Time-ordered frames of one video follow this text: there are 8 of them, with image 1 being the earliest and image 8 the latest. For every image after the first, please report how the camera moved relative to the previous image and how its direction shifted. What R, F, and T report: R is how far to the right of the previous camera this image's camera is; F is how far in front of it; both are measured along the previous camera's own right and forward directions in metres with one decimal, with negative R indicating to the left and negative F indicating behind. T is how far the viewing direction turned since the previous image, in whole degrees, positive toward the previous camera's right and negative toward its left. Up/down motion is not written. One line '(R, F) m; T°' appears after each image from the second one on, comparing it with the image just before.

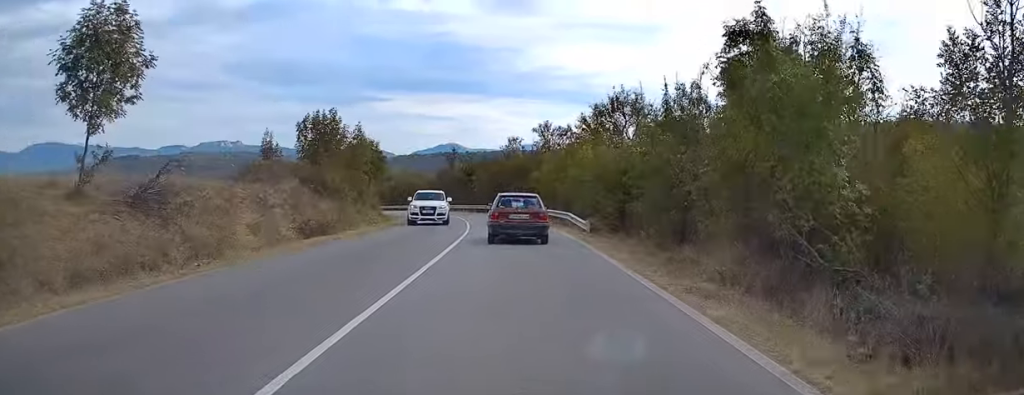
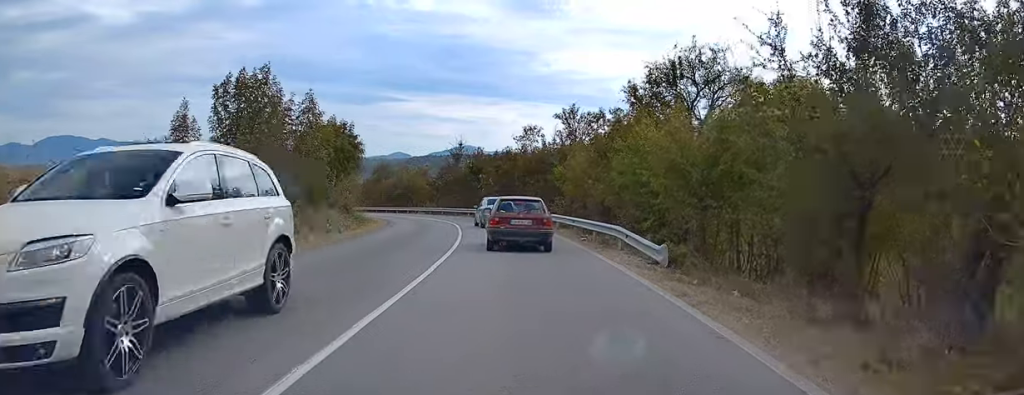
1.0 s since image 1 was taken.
(-0.1, +11.7) m; -1°
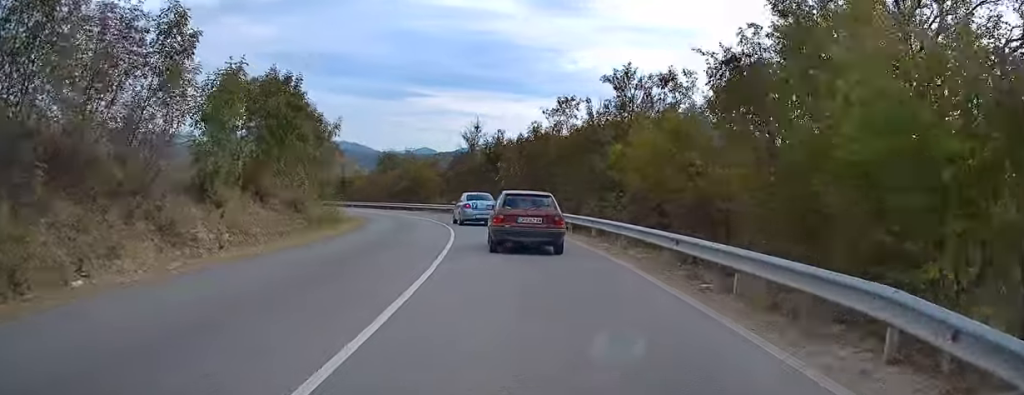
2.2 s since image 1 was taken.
(0.0, +12.9) m; -2°
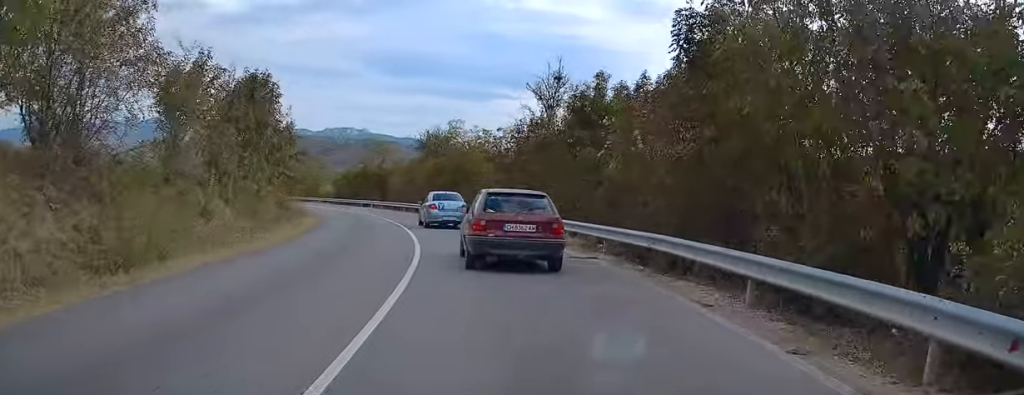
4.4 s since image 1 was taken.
(-1.5, +24.2) m; -8°
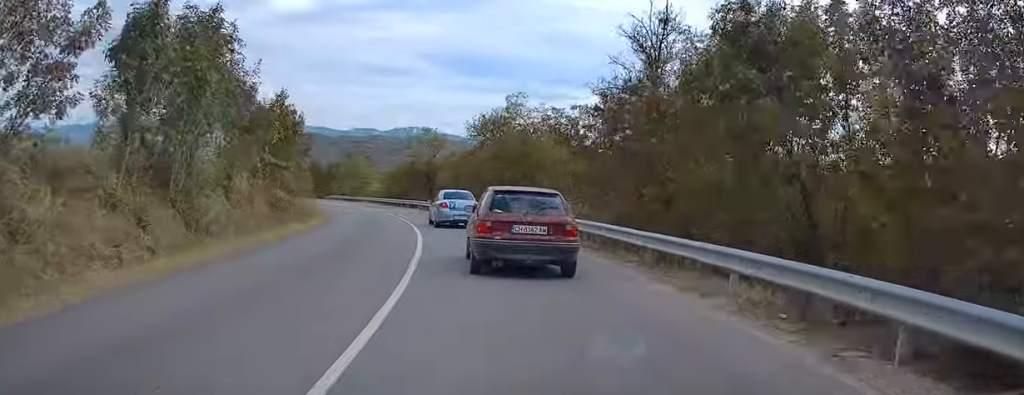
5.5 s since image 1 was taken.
(-0.5, +10.9) m; -5°
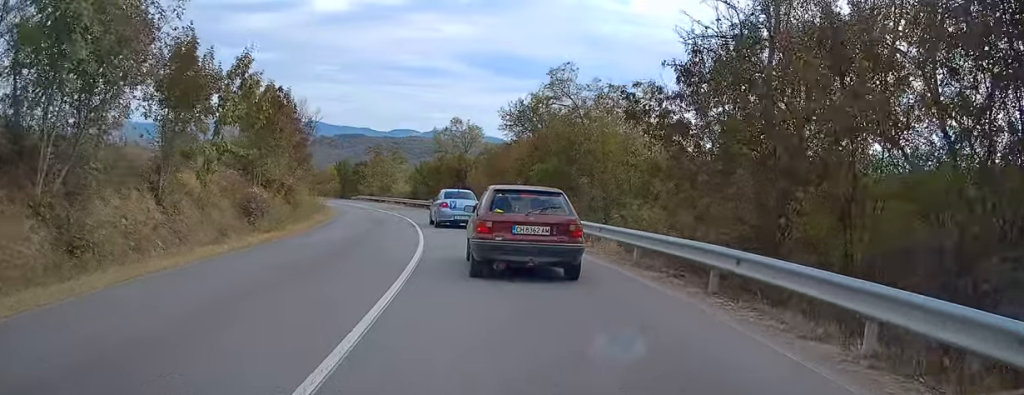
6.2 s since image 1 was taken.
(-0.1, +7.4) m; -3°
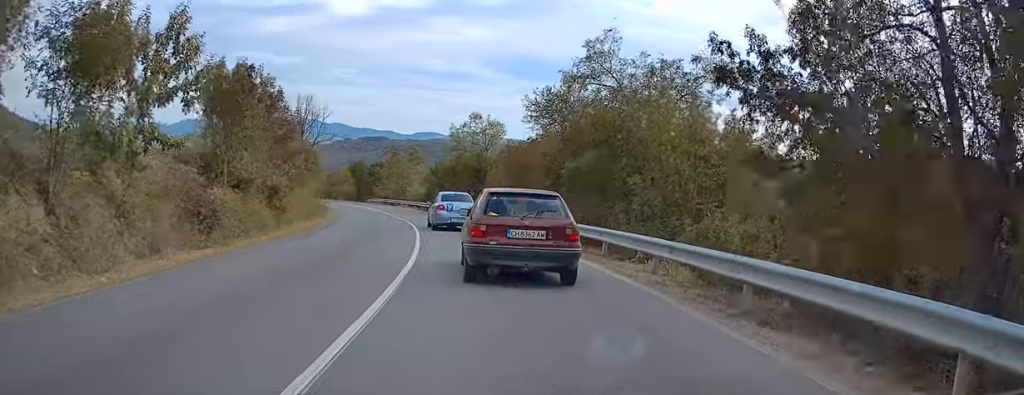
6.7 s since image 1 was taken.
(-0.2, +5.4) m; -2°
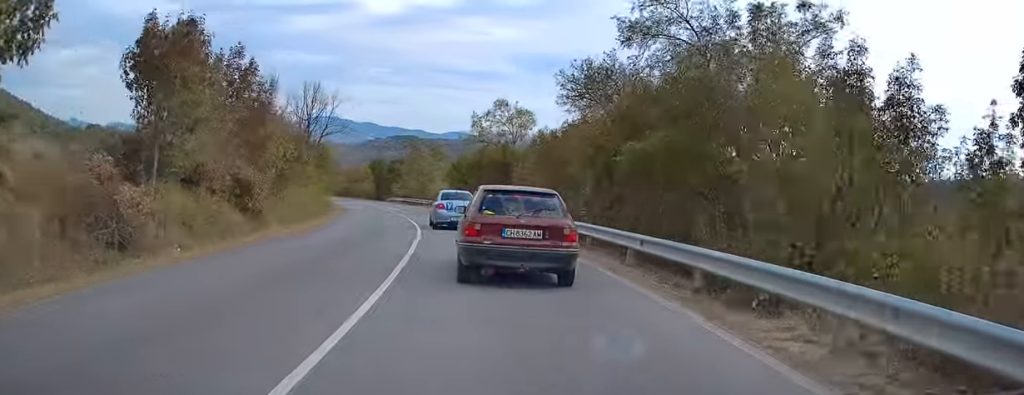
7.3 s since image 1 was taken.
(-0.1, +6.2) m; -3°
